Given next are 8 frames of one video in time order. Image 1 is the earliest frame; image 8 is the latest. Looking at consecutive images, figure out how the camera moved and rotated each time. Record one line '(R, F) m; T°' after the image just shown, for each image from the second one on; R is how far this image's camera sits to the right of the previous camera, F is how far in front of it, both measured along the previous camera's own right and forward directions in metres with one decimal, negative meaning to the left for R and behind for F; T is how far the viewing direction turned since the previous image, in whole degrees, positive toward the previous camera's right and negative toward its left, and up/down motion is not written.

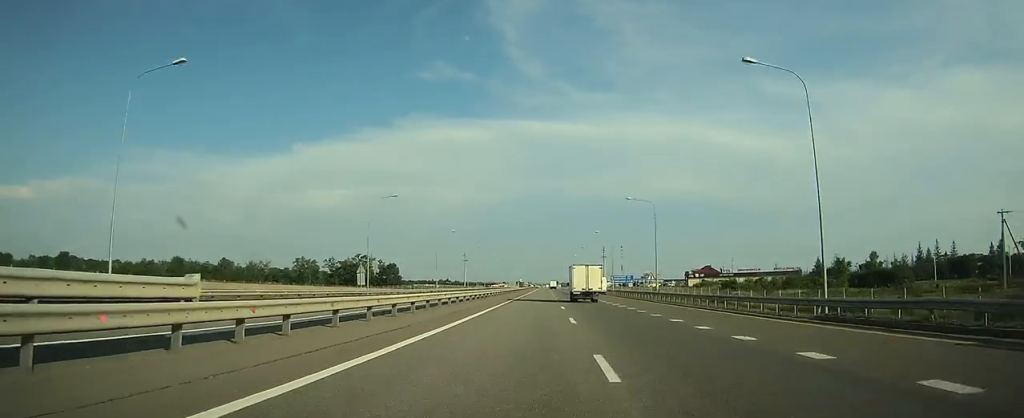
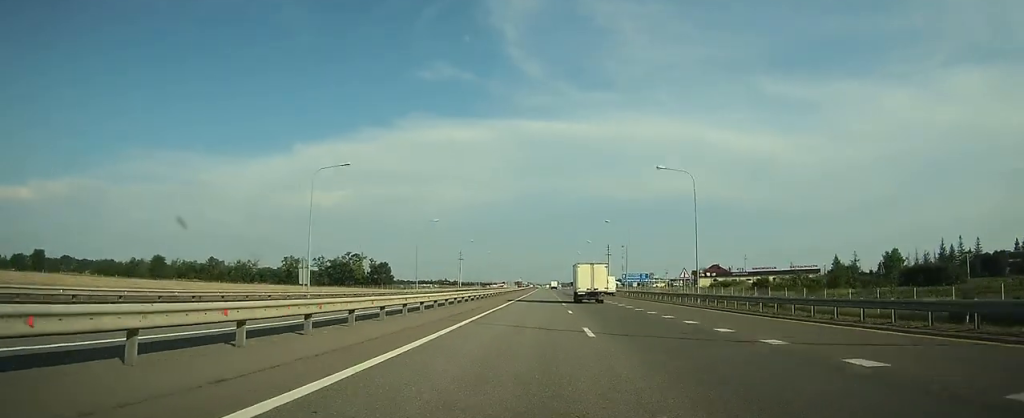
(0.0, +17.3) m; 0°
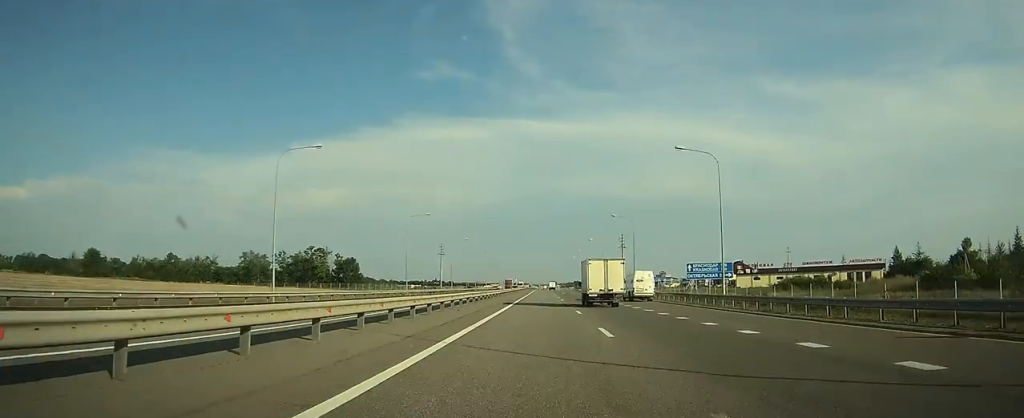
(-0.1, +48.8) m; 0°
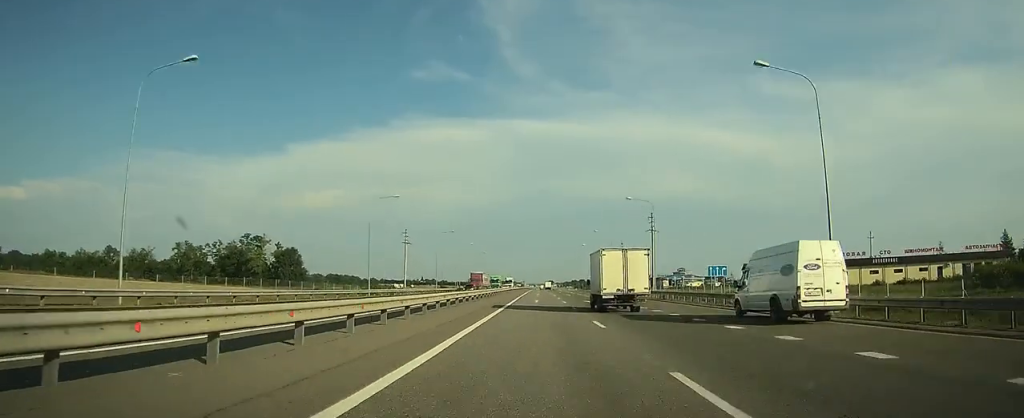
(+0.1, +58.5) m; +1°
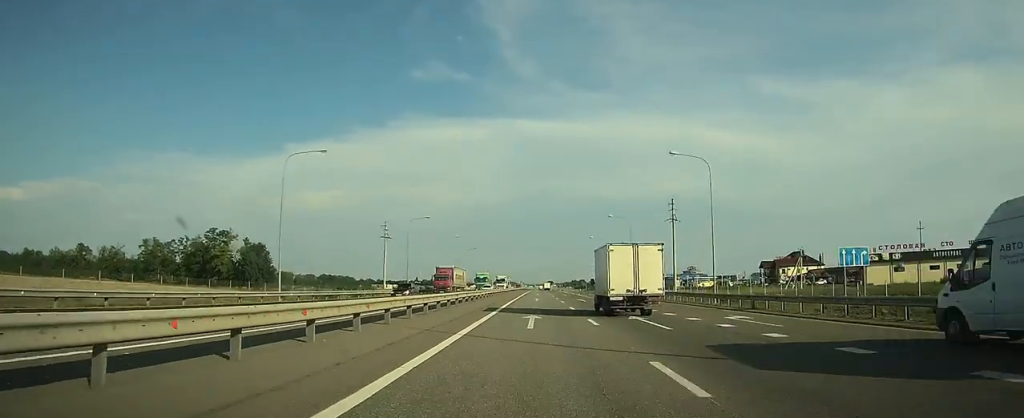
(+0.1, +23.2) m; 0°
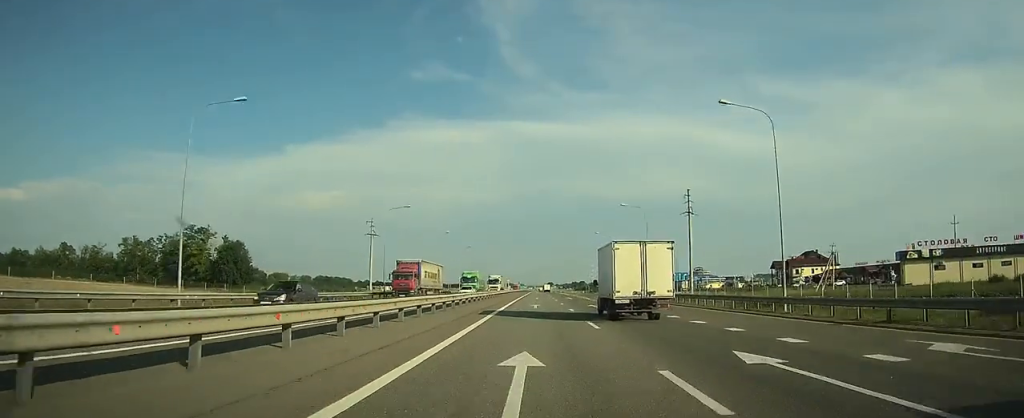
(0.0, +13.0) m; 0°
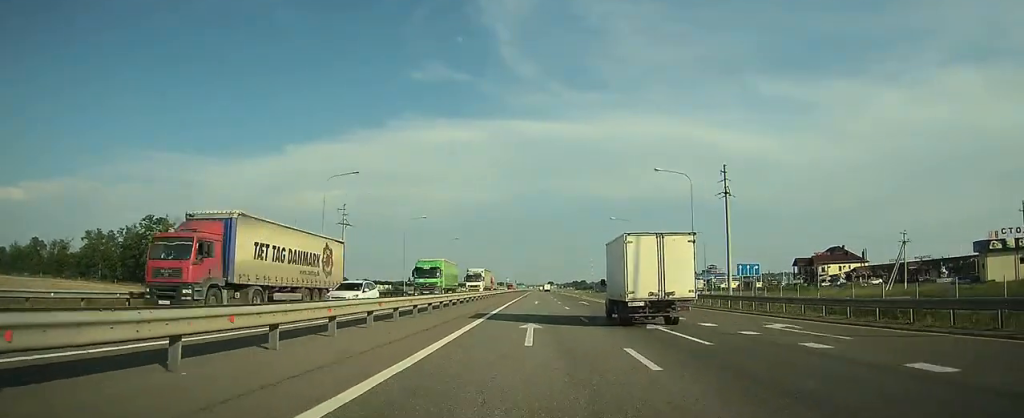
(0.0, +21.3) m; 0°
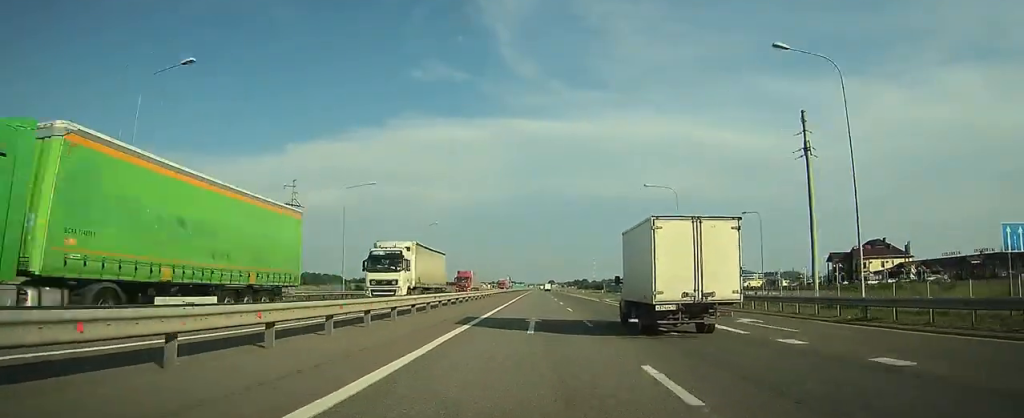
(-0.1, +26.8) m; 0°
